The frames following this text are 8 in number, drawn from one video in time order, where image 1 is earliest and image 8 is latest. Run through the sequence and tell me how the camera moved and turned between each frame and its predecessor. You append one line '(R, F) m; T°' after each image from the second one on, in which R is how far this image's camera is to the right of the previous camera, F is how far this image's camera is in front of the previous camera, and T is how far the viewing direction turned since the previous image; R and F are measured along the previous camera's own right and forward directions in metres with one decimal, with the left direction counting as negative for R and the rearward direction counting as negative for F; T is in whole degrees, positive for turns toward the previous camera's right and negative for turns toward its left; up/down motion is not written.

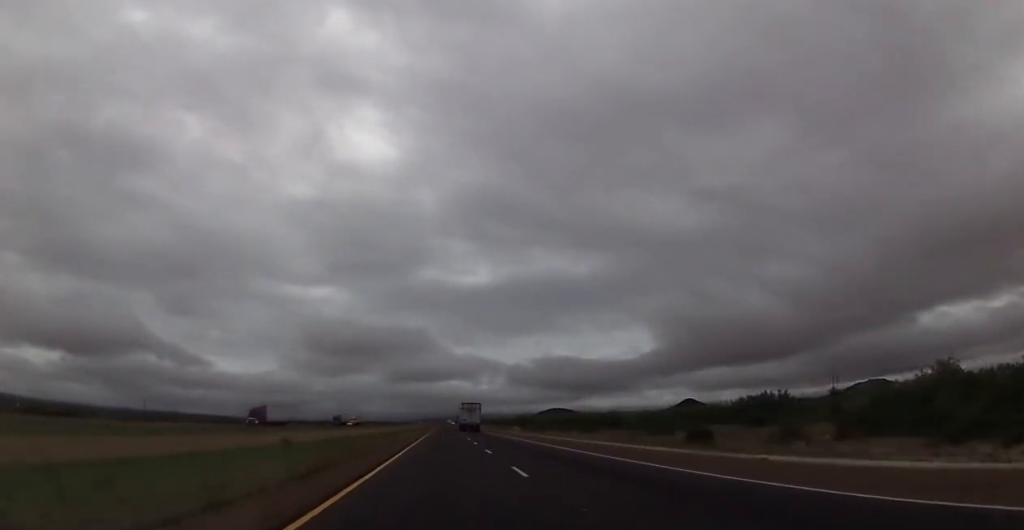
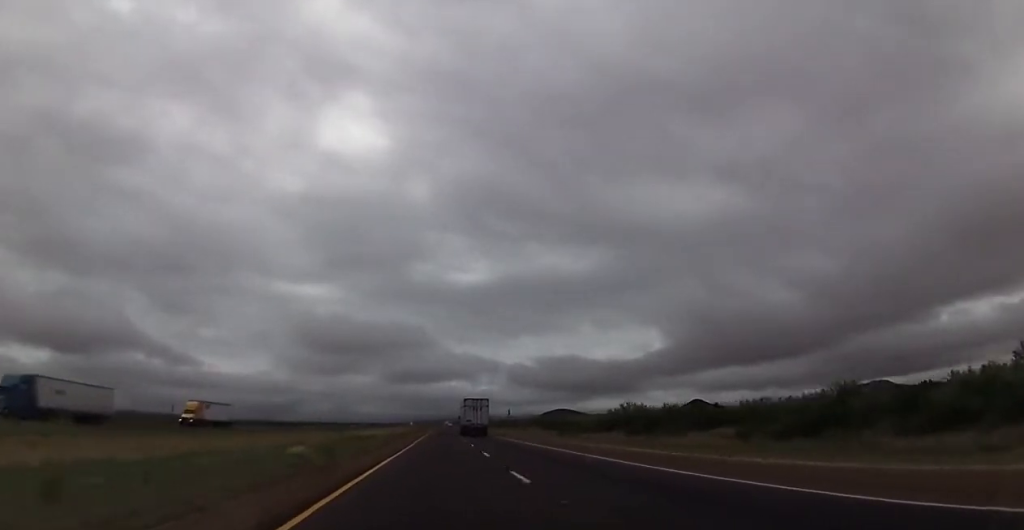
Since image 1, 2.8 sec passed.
(+1.4, +98.7) m; +1°
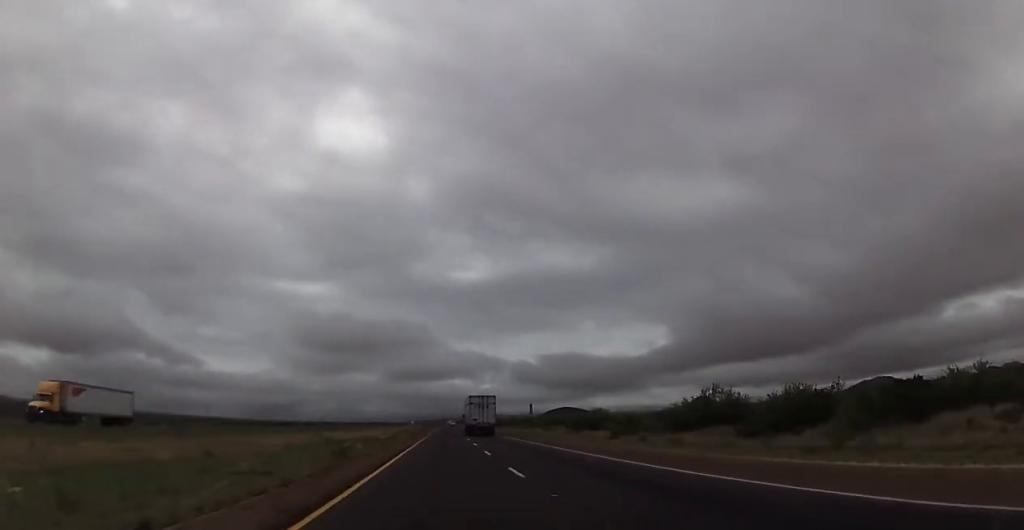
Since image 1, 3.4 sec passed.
(-0.1, +22.4) m; 0°
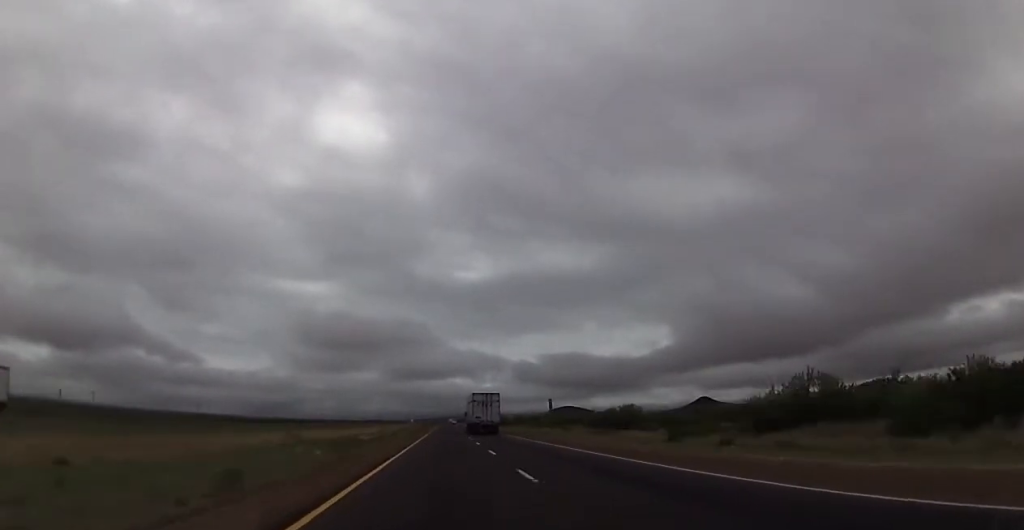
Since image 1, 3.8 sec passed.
(0.0, +14.1) m; 0°
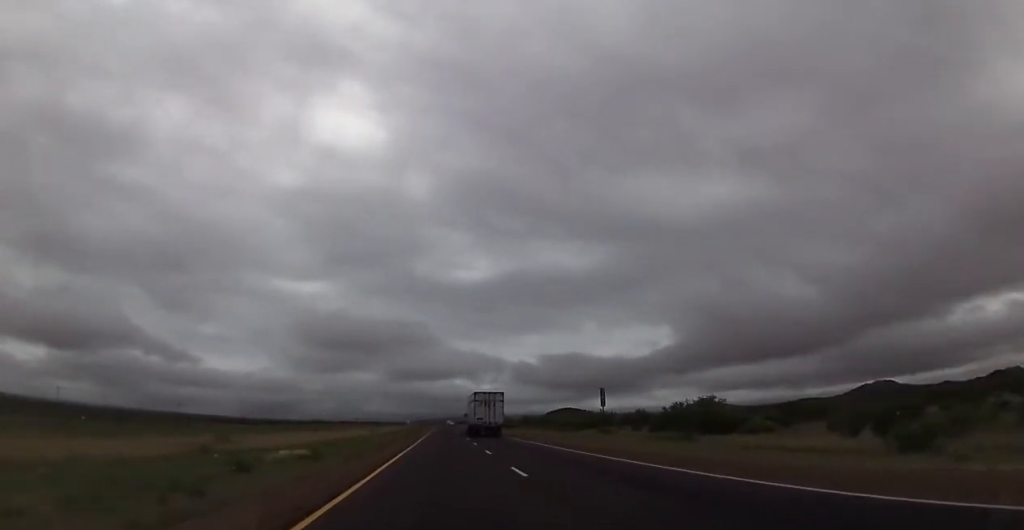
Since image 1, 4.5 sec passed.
(0.0, +22.4) m; 0°
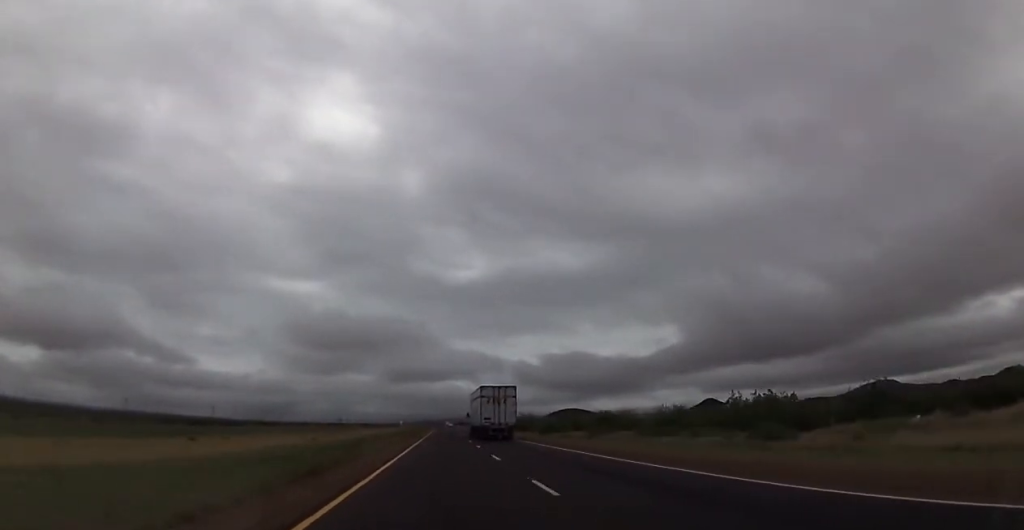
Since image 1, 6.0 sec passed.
(0.0, +53.0) m; 0°
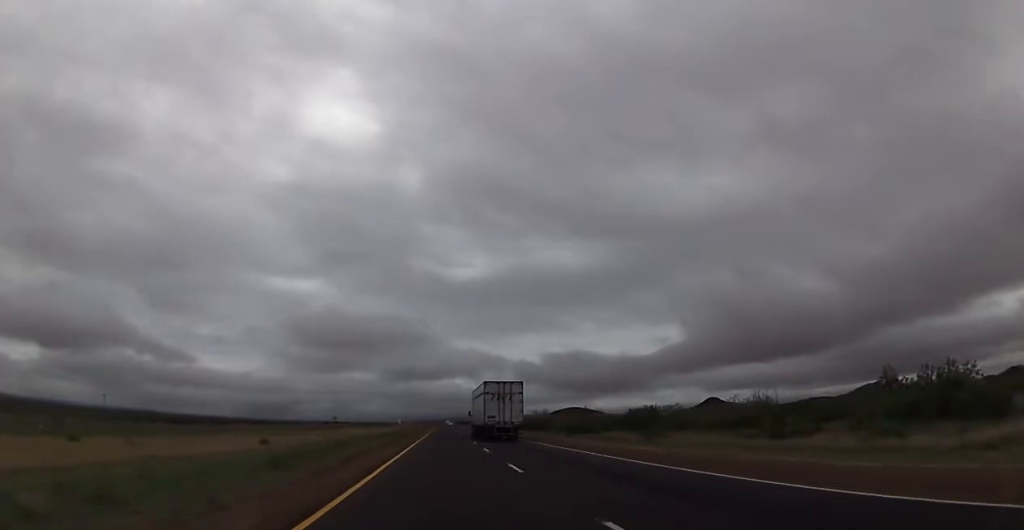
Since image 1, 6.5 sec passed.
(0.0, +18.9) m; 0°
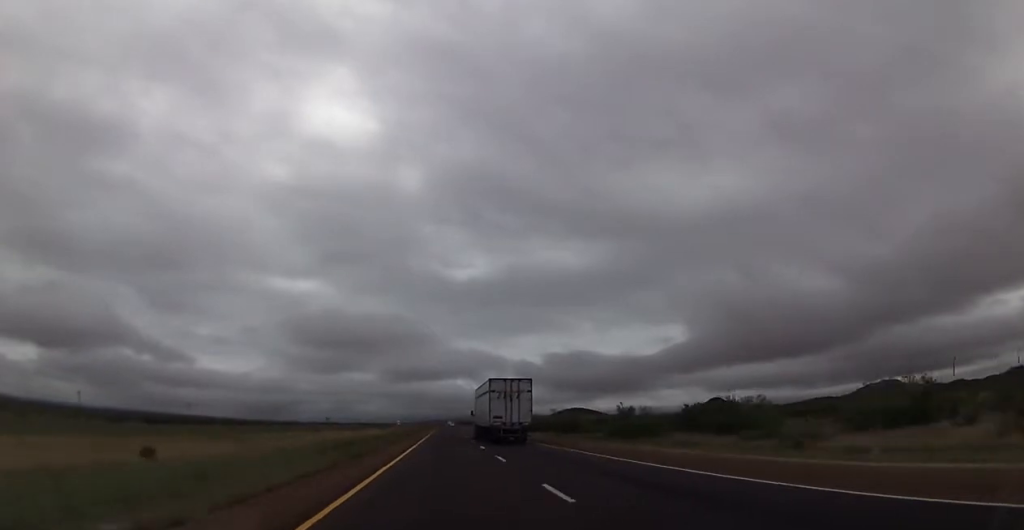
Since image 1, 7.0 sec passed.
(+0.1, +18.8) m; 0°
